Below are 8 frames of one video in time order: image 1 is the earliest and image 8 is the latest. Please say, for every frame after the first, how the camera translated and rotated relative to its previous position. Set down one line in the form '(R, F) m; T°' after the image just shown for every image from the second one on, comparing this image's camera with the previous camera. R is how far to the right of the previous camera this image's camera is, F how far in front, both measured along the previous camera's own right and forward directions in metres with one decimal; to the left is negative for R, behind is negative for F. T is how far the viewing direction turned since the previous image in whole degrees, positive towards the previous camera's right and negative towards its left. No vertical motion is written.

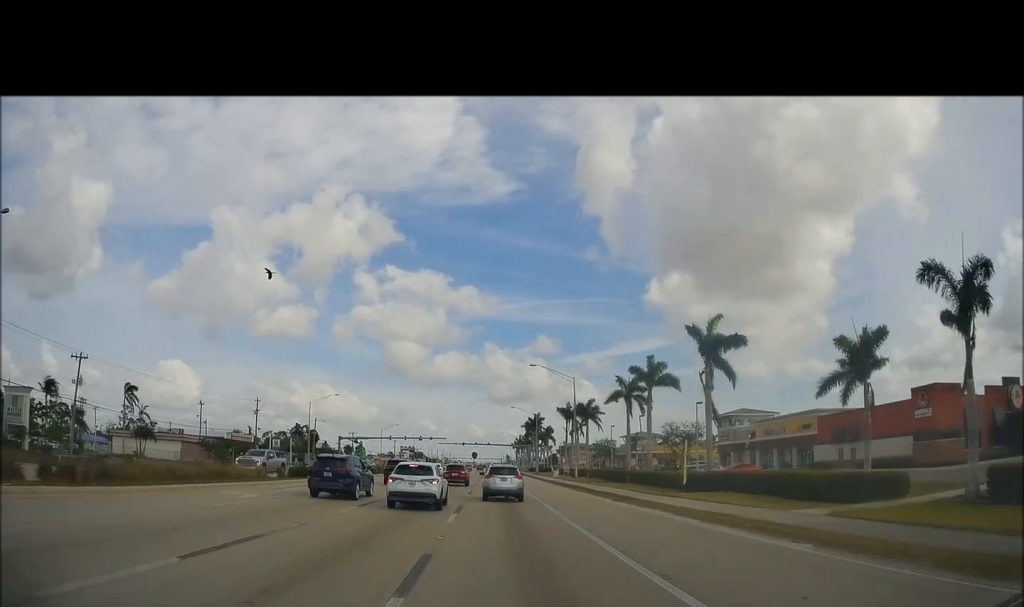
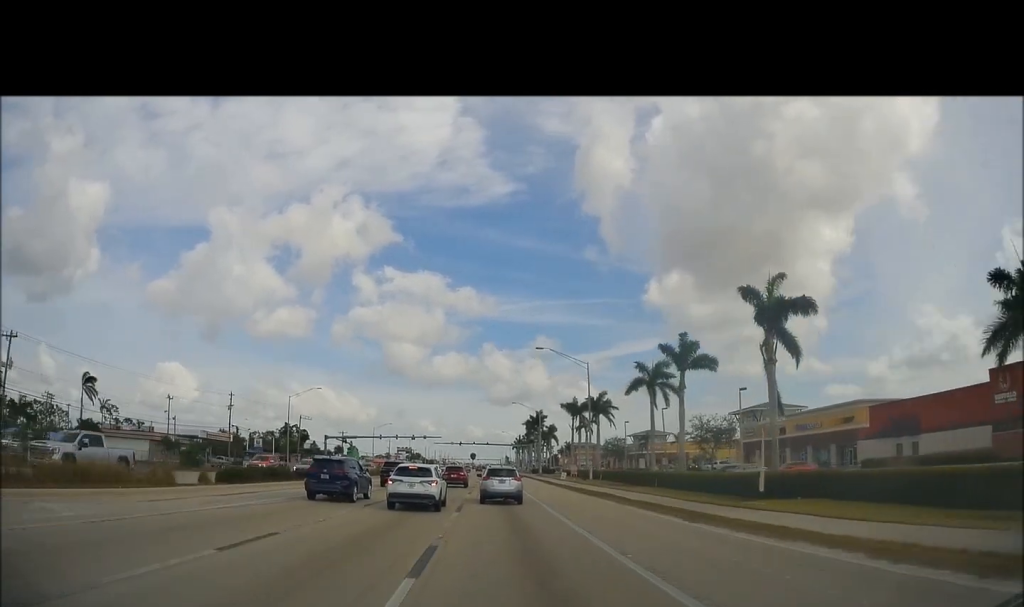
(+0.3, +11.3) m; 0°
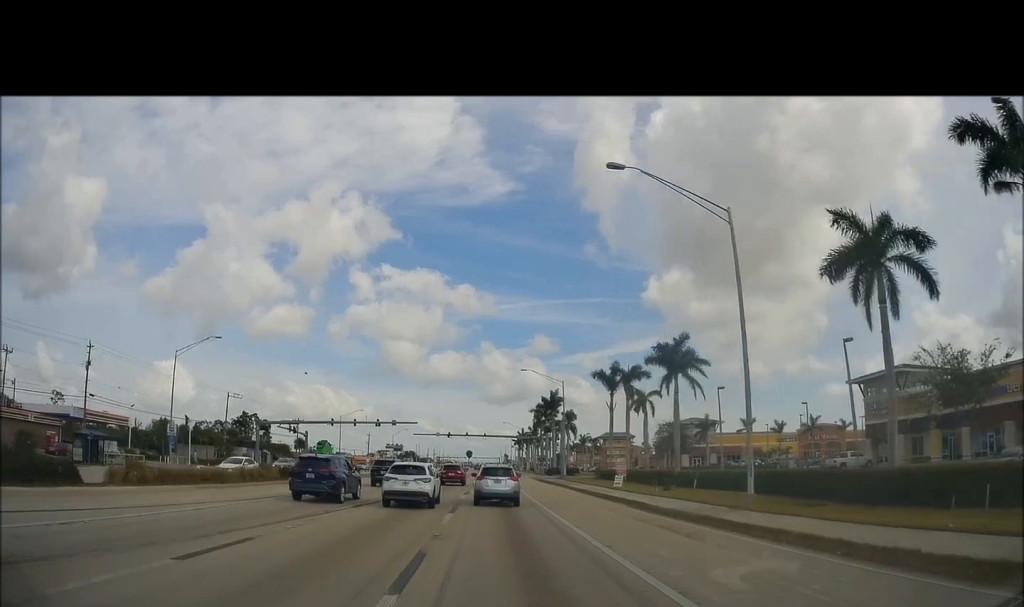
(-0.9, +38.7) m; -1°
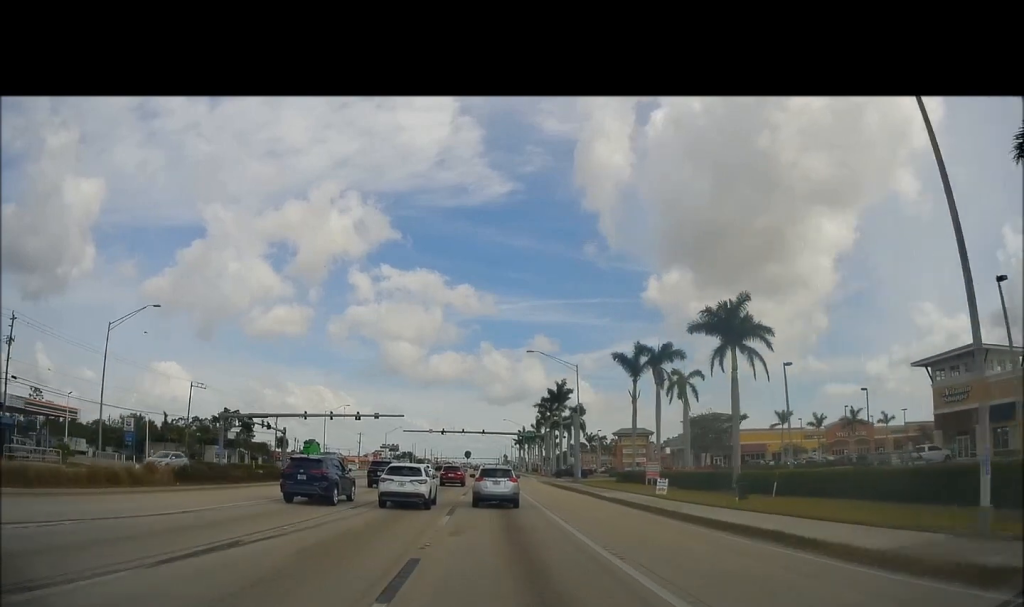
(0.0, +13.0) m; +1°
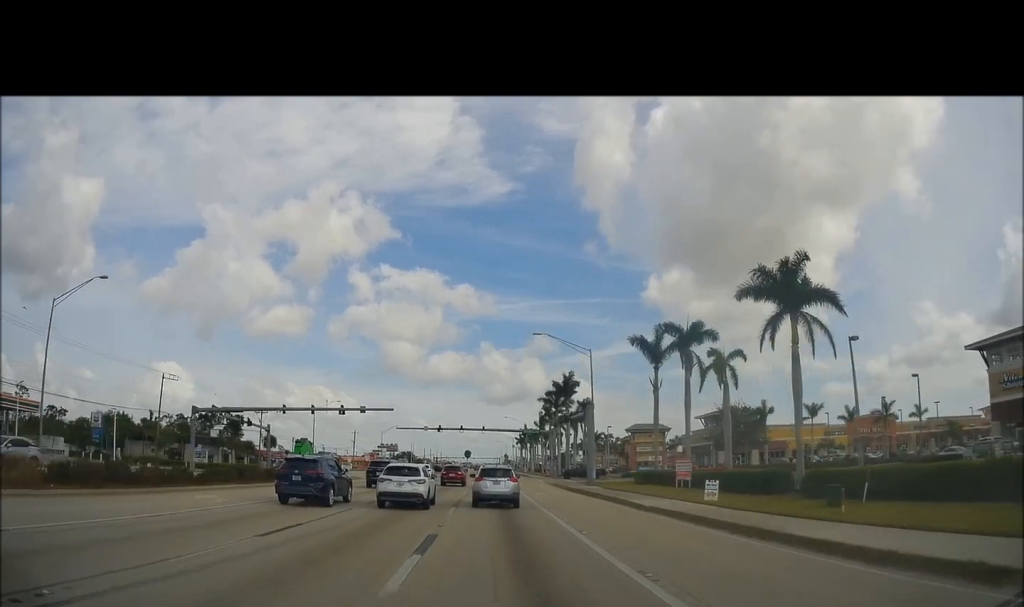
(-0.1, +8.4) m; +1°
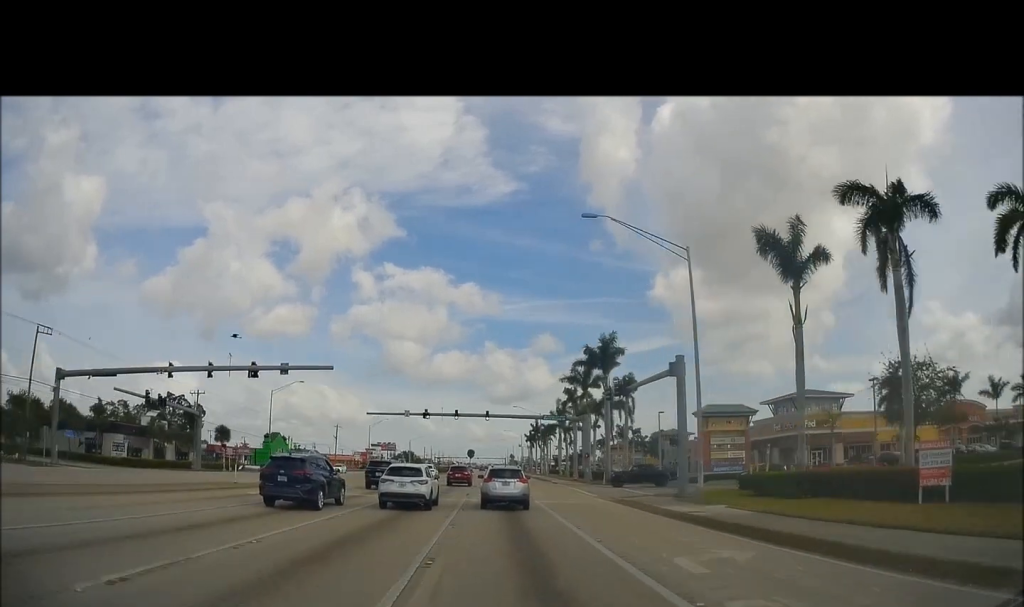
(+0.3, +26.4) m; -1°
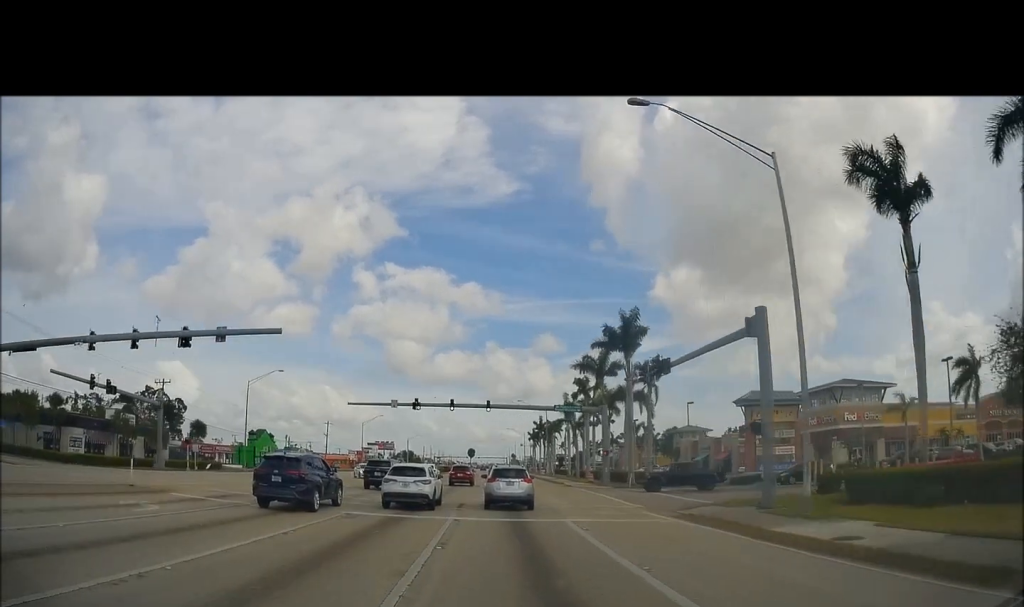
(-0.2, +9.7) m; -1°
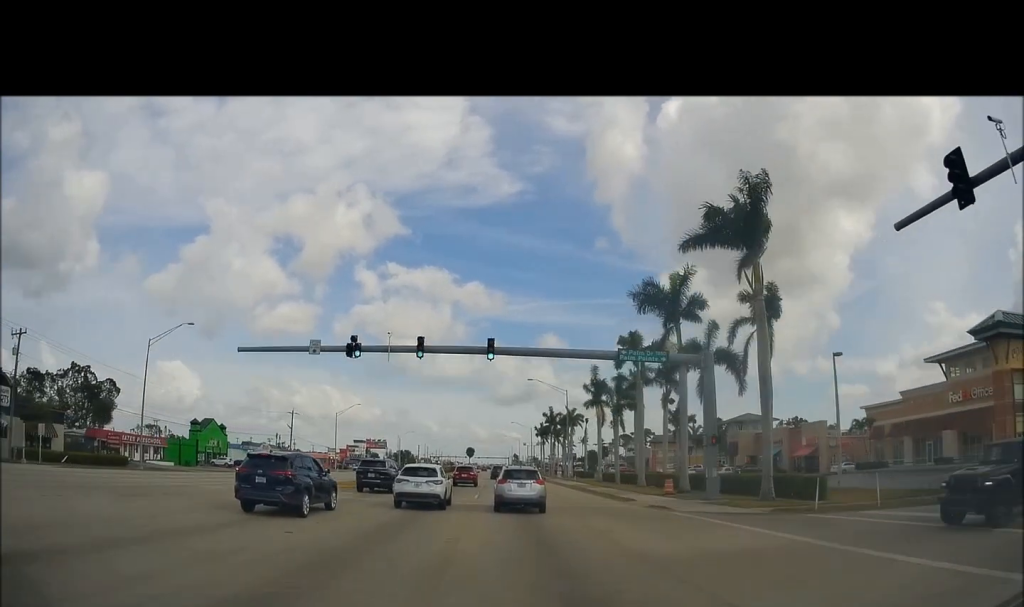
(-0.1, +26.9) m; 0°
